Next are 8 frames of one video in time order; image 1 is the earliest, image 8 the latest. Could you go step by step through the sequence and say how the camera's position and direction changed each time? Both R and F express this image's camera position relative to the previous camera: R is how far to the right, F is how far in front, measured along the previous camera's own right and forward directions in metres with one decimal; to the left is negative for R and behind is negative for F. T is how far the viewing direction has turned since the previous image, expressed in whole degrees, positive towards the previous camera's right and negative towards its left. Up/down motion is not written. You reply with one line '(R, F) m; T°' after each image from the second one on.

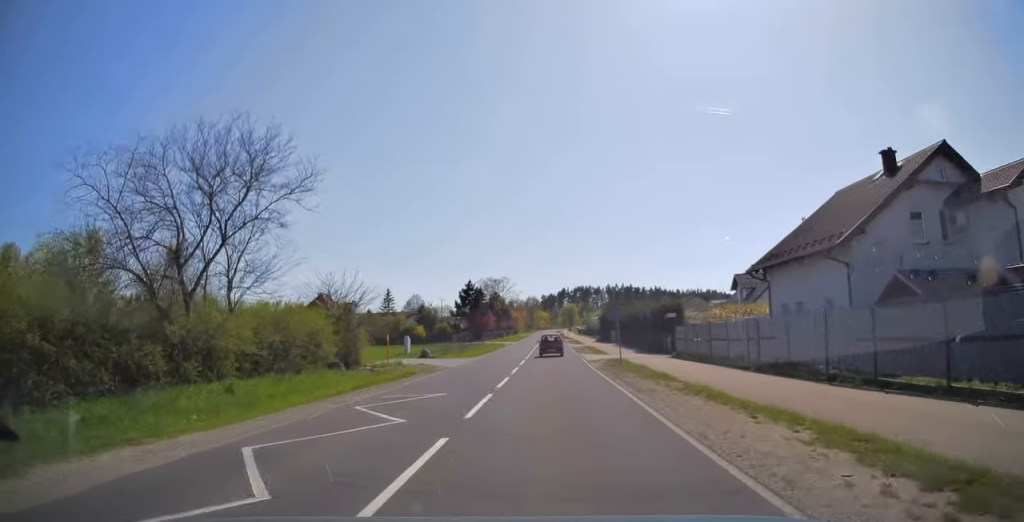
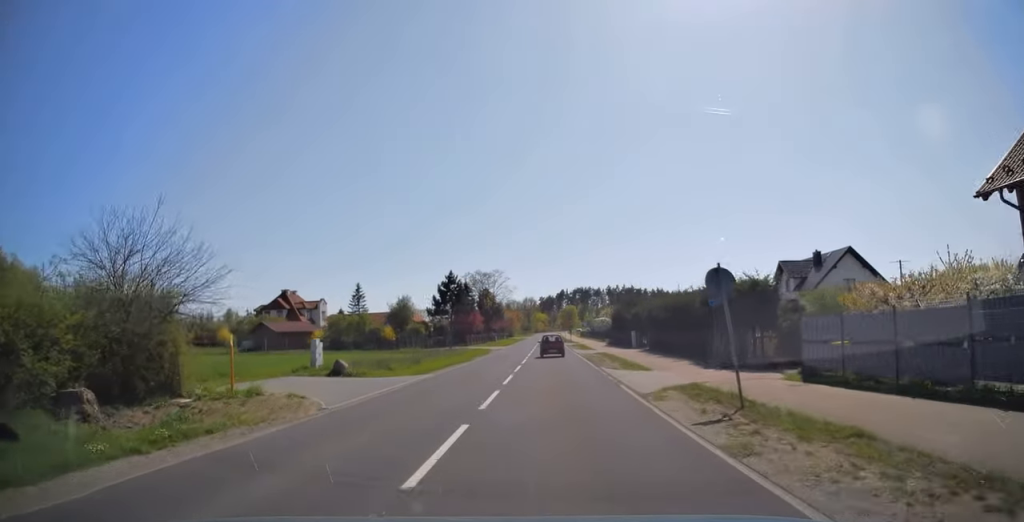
(+0.1, +16.8) m; 0°
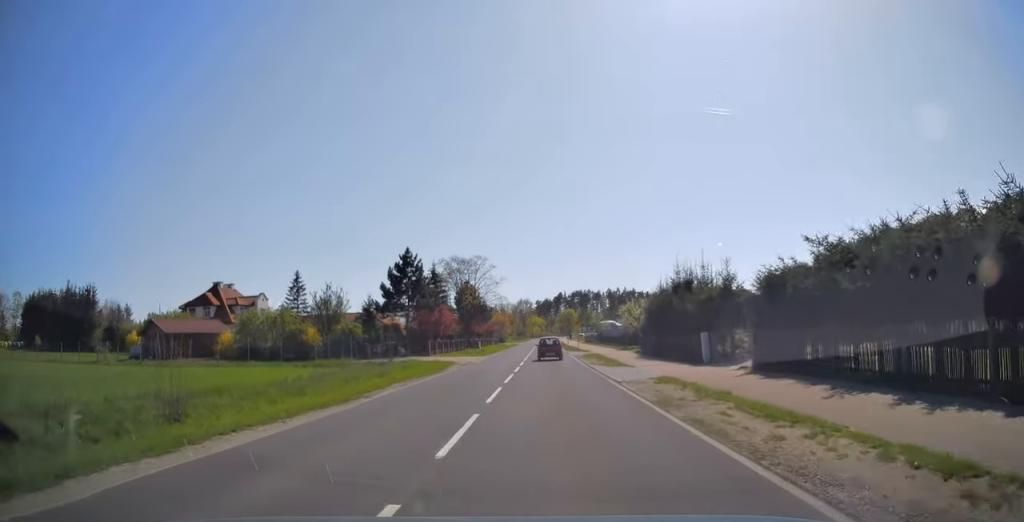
(-0.1, +22.7) m; 0°
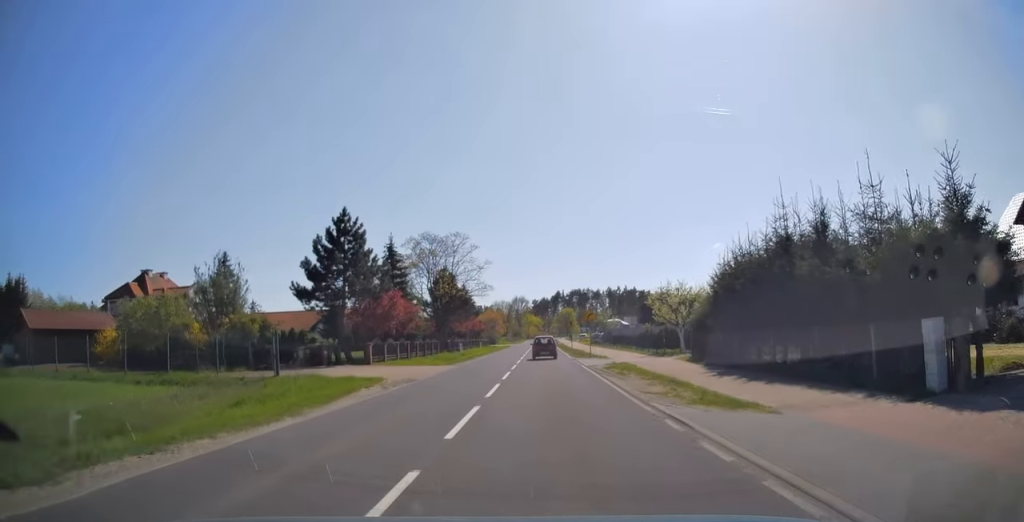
(0.0, +16.8) m; 0°
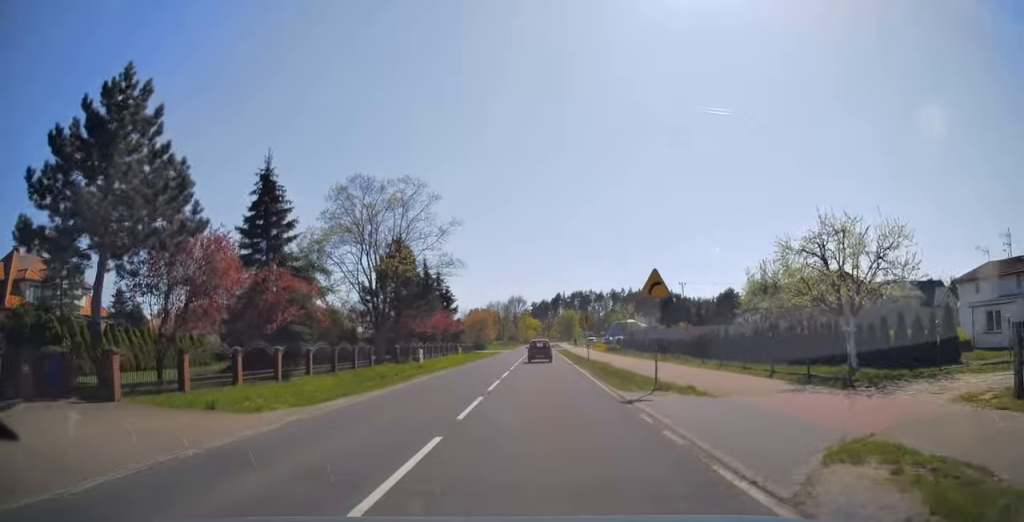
(+0.2, +22.0) m; +1°
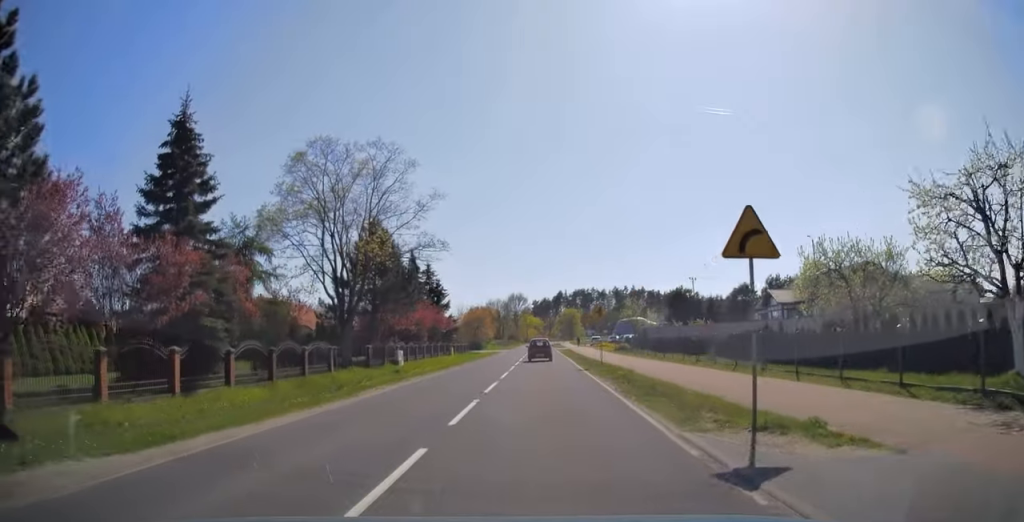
(0.0, +7.0) m; 0°
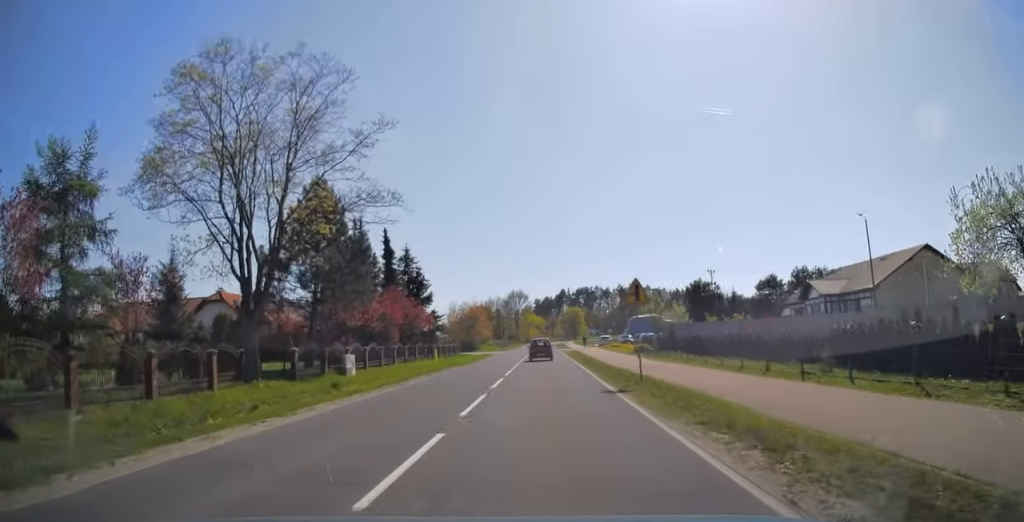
(-0.1, +10.9) m; -1°
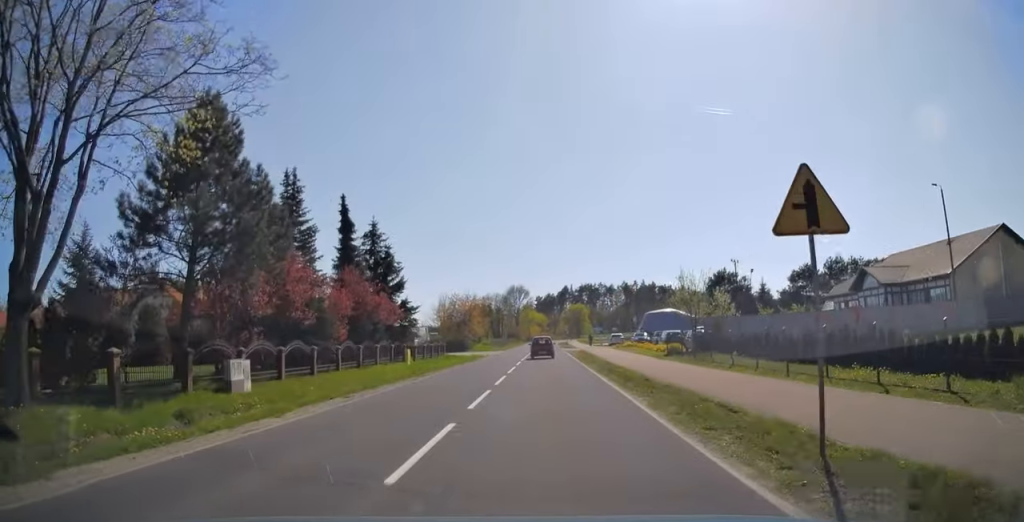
(0.0, +11.2) m; 0°
